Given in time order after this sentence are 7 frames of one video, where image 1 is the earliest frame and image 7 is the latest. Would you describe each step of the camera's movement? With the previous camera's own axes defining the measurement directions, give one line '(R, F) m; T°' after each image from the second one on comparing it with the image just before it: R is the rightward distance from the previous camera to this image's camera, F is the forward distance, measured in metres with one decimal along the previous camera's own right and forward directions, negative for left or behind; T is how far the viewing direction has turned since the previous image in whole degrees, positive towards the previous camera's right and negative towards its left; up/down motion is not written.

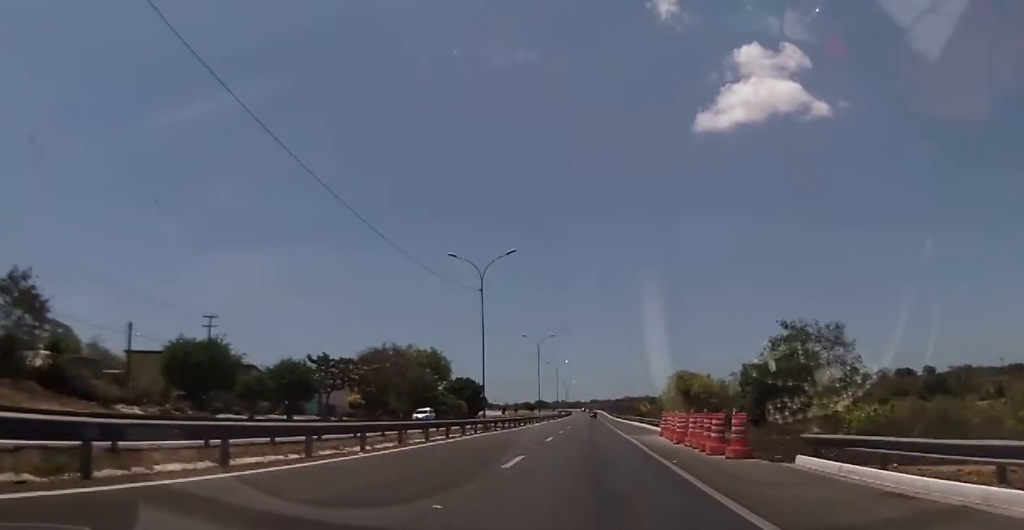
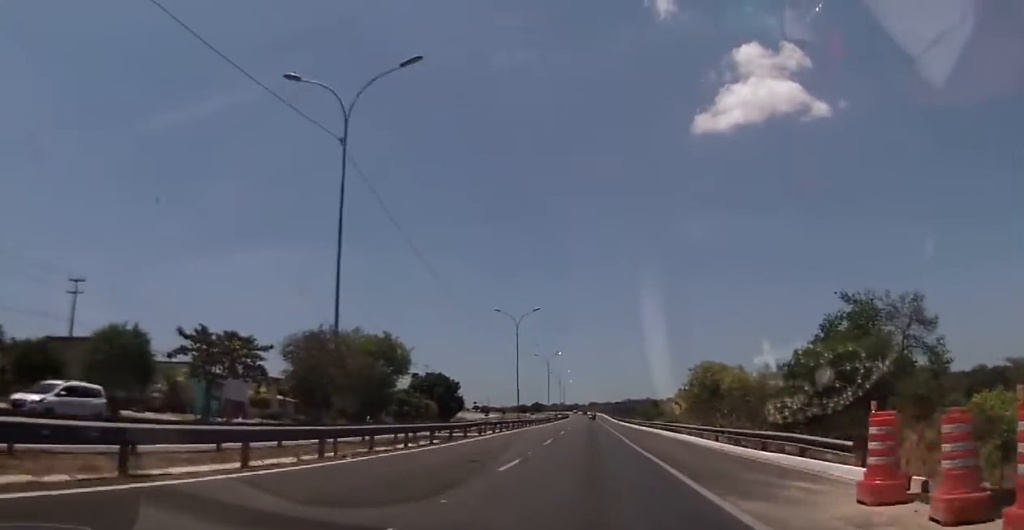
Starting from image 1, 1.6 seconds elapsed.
(+0.9, +26.7) m; +2°
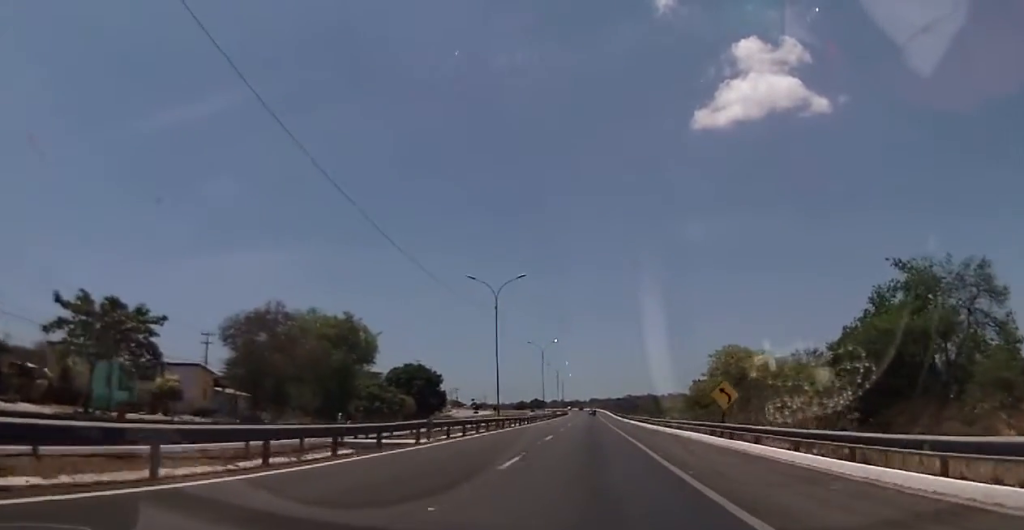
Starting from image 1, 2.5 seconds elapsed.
(0.0, +15.0) m; 0°
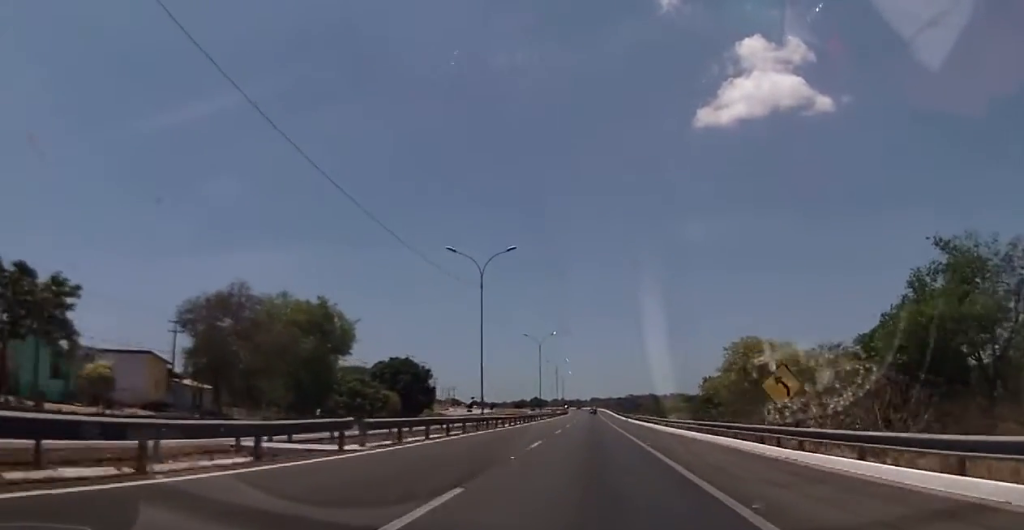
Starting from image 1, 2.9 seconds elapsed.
(0.0, +8.2) m; 0°
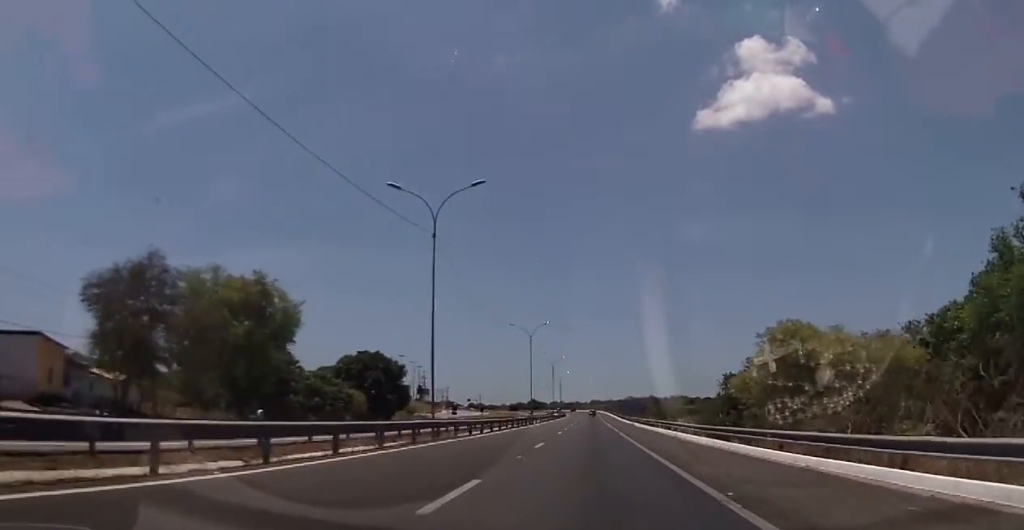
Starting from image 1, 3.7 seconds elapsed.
(0.0, +13.8) m; -1°
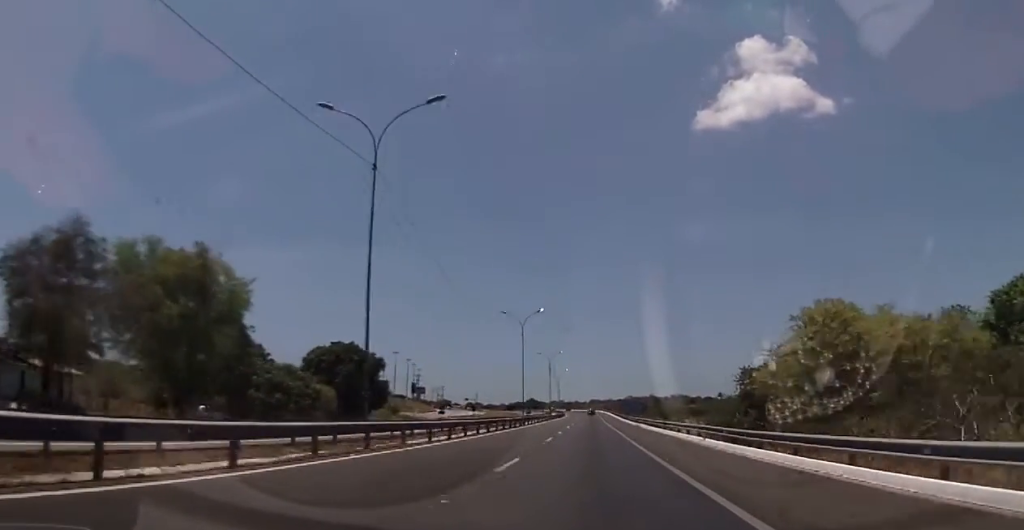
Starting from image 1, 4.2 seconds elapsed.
(-0.1, +9.3) m; 0°
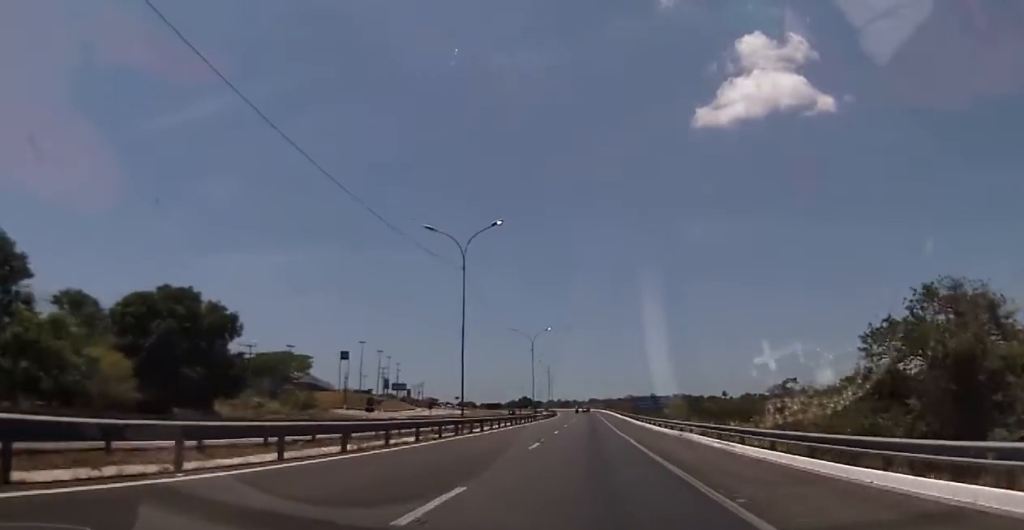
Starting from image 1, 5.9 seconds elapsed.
(+0.3, +33.2) m; +2°
